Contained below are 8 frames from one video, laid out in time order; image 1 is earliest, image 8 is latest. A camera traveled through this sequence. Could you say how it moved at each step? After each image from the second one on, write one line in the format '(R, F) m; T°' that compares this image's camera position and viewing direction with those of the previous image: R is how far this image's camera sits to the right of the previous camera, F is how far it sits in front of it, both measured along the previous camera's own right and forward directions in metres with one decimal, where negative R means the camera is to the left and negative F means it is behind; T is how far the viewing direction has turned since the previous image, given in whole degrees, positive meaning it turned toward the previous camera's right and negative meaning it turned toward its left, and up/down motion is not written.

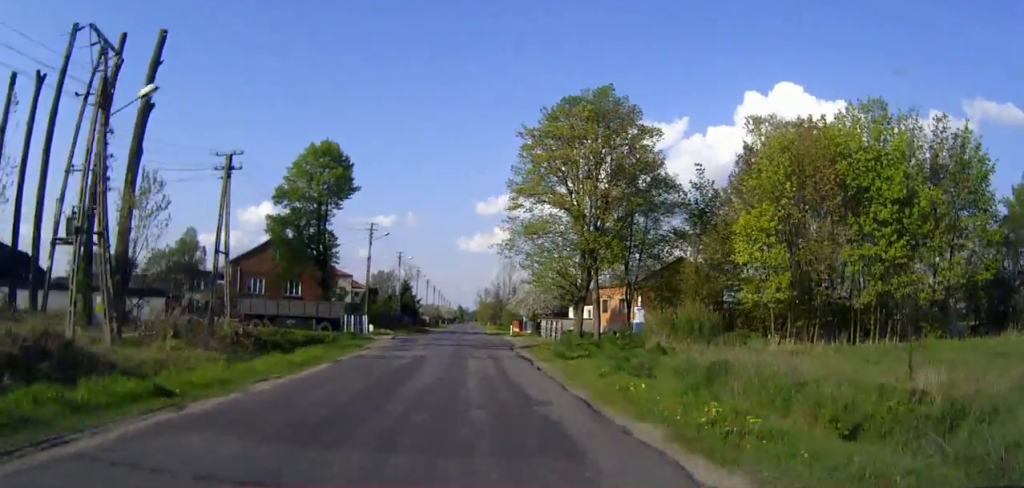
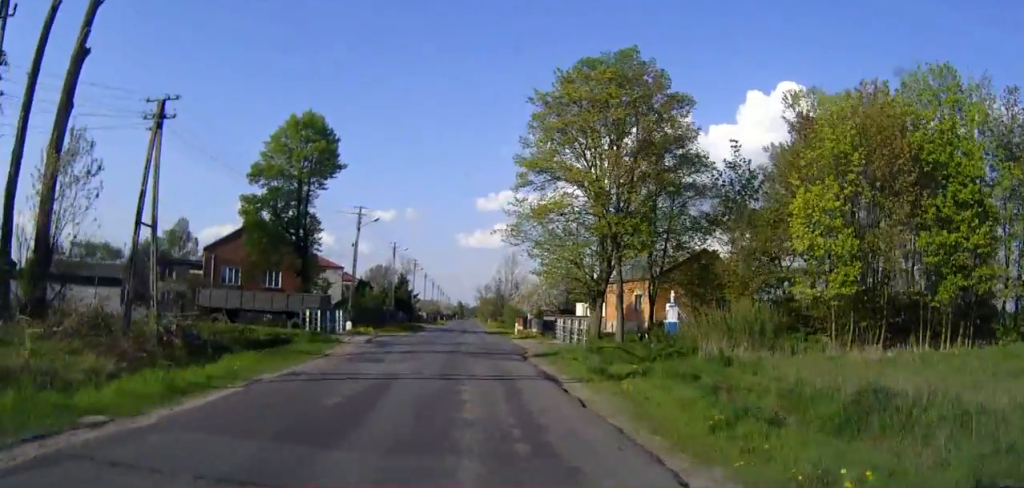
(0.0, +7.6) m; 0°
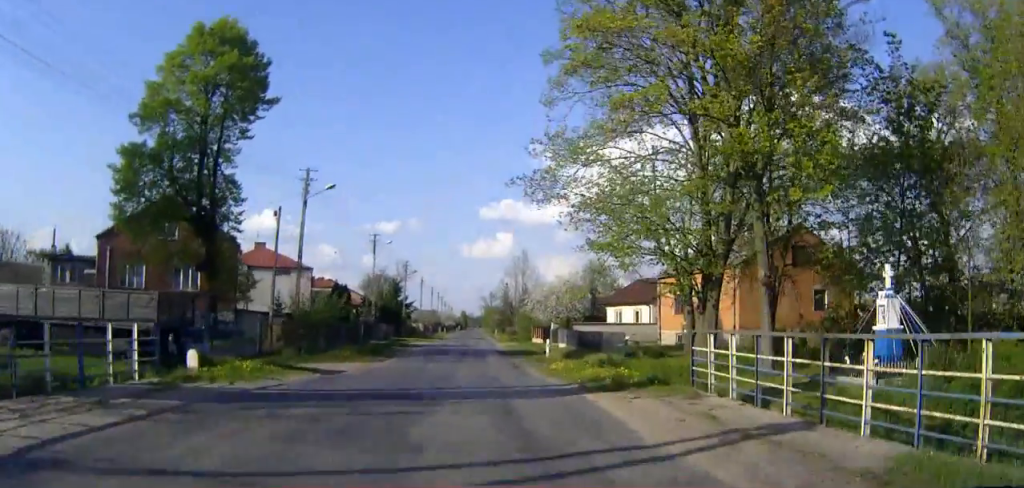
(0.0, +20.4) m; 0°
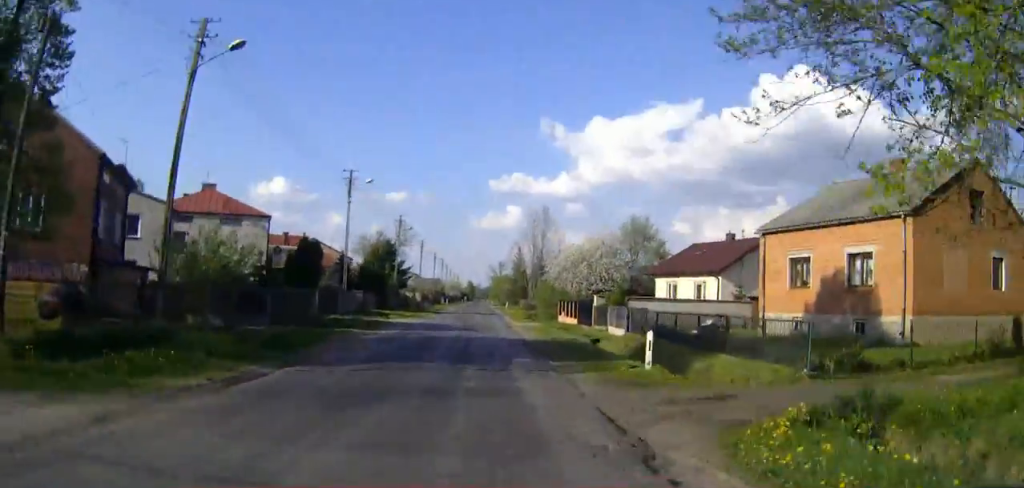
(-0.1, +19.0) m; 0°
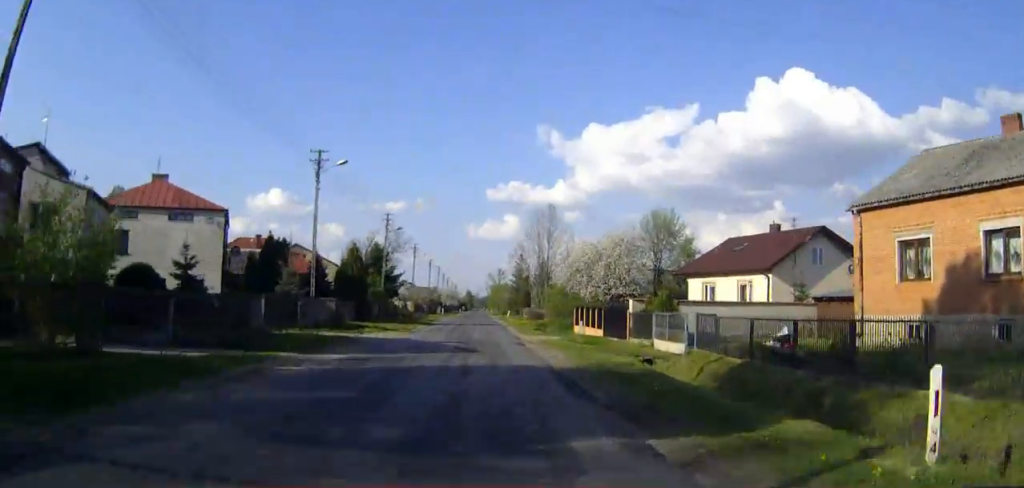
(0.0, +10.0) m; 0°
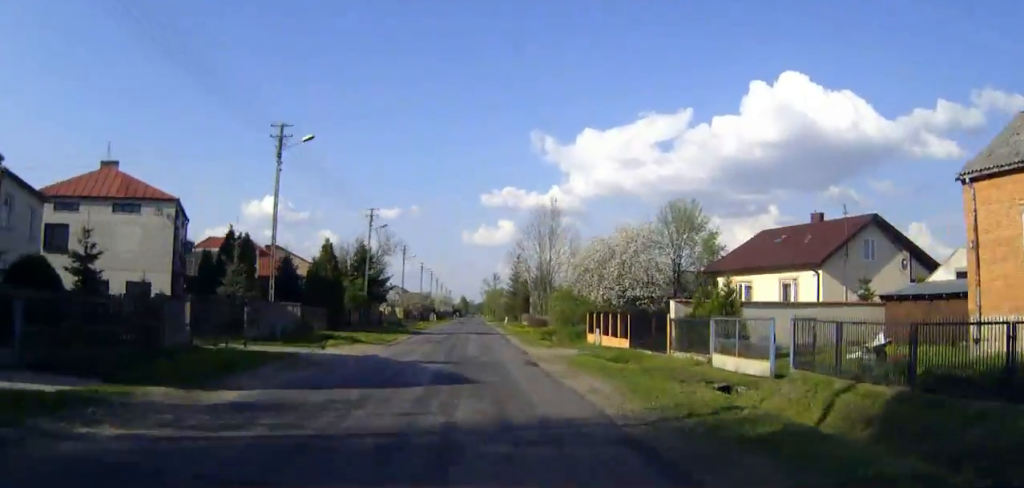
(0.0, +7.6) m; 0°
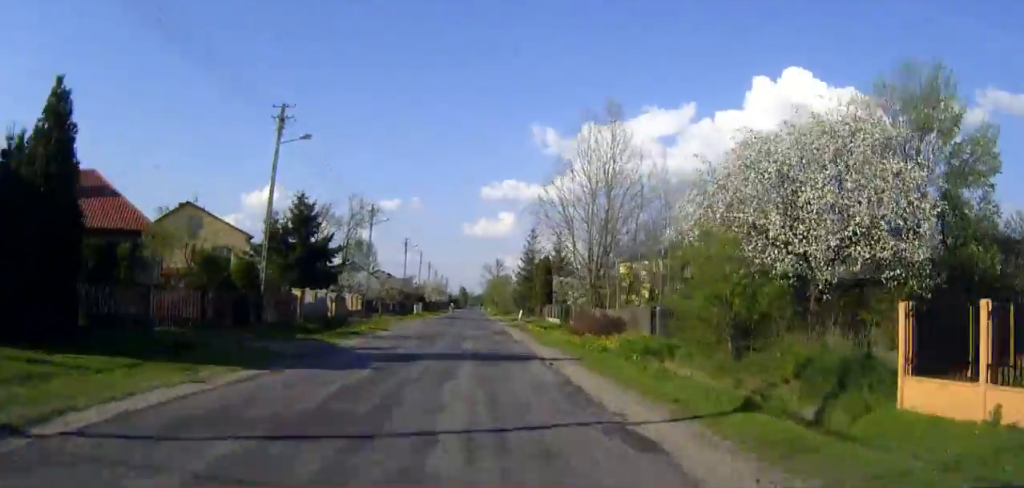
(+0.3, +31.3) m; 0°
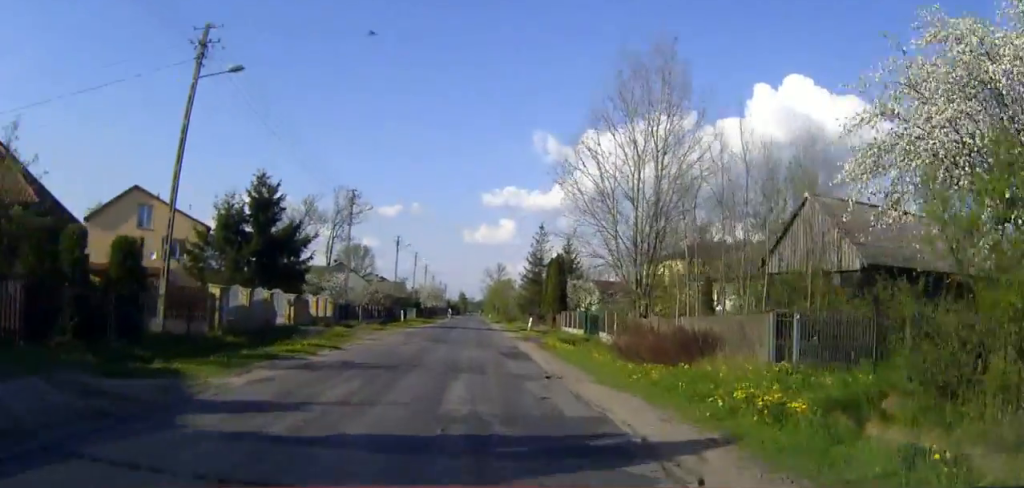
(-0.1, +11.3) m; 0°
